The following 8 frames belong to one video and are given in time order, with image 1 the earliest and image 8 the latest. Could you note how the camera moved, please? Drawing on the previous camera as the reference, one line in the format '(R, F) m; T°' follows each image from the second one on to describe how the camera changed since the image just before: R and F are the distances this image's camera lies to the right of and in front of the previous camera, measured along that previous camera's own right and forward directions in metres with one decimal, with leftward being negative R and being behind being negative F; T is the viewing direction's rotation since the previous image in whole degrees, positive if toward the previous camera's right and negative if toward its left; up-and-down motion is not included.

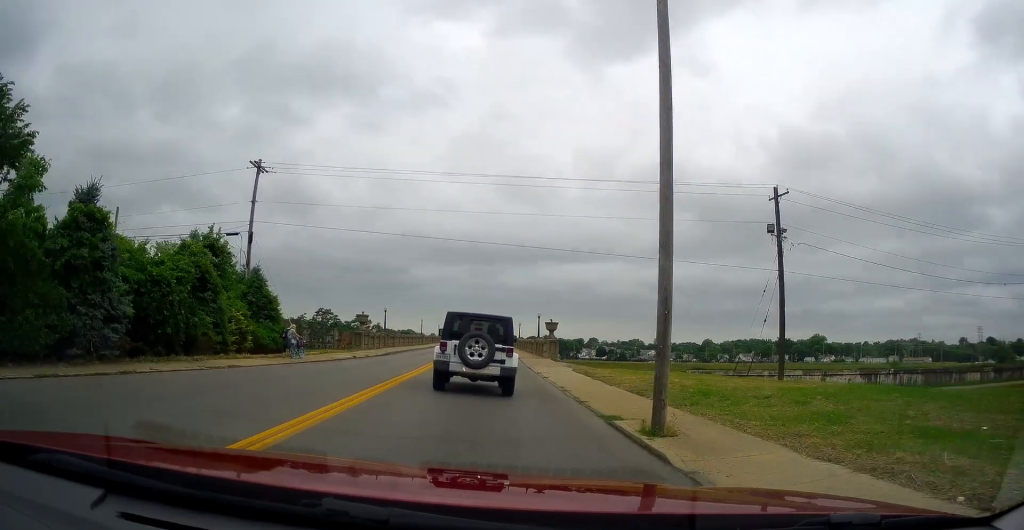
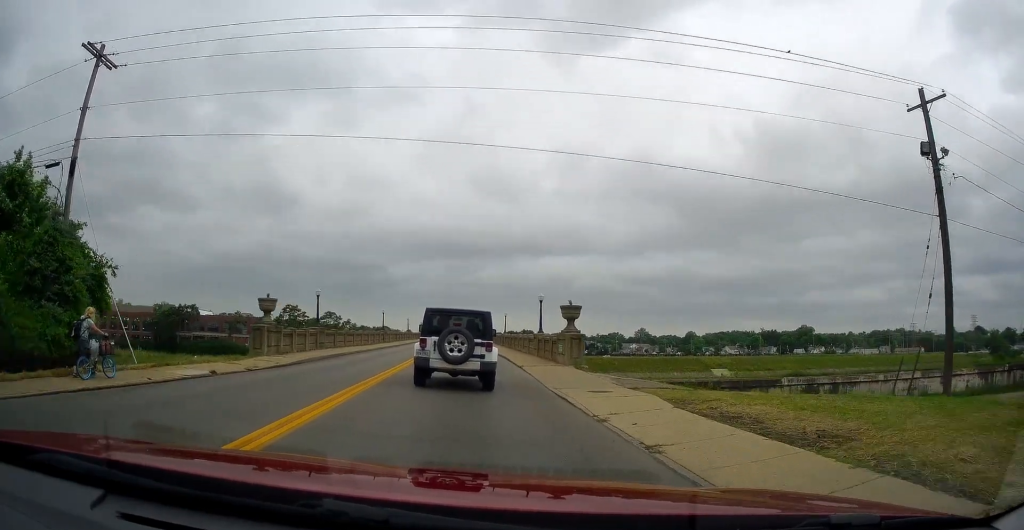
(+0.5, +14.9) m; 0°
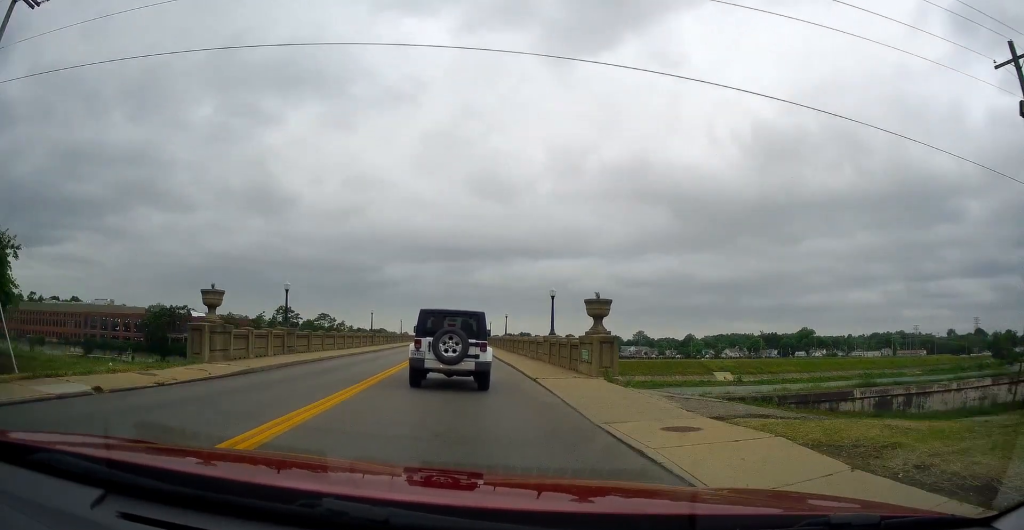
(-0.1, +5.4) m; -2°
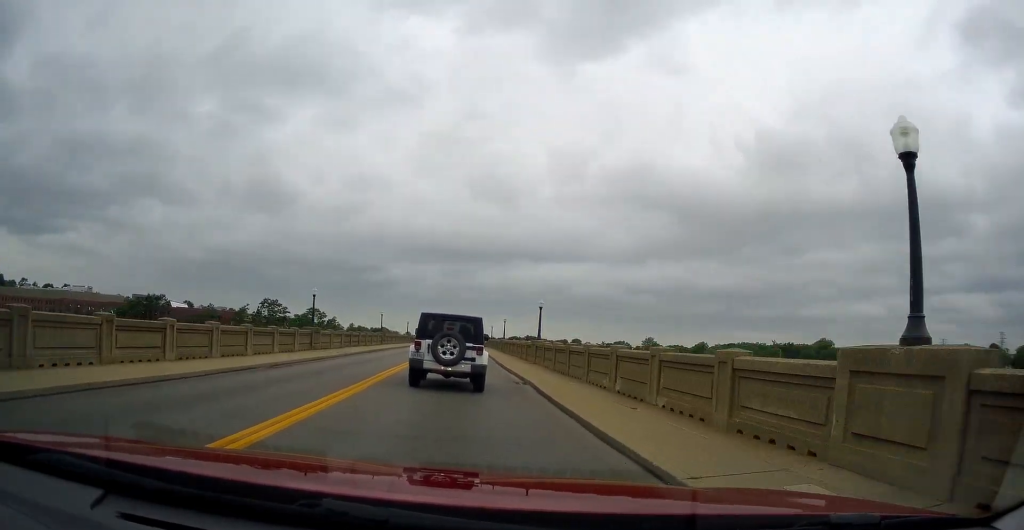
(-0.7, +22.1) m; 0°
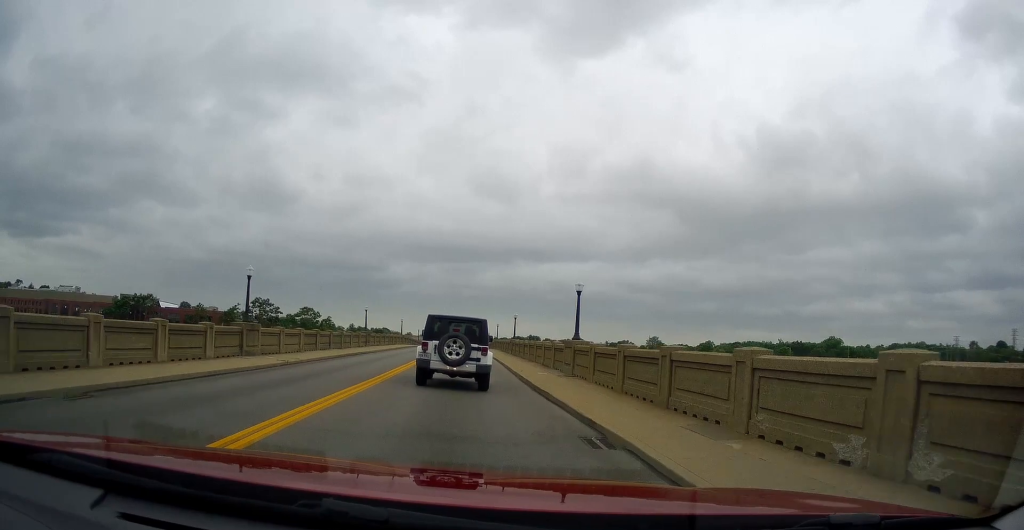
(+0.3, +10.2) m; +1°
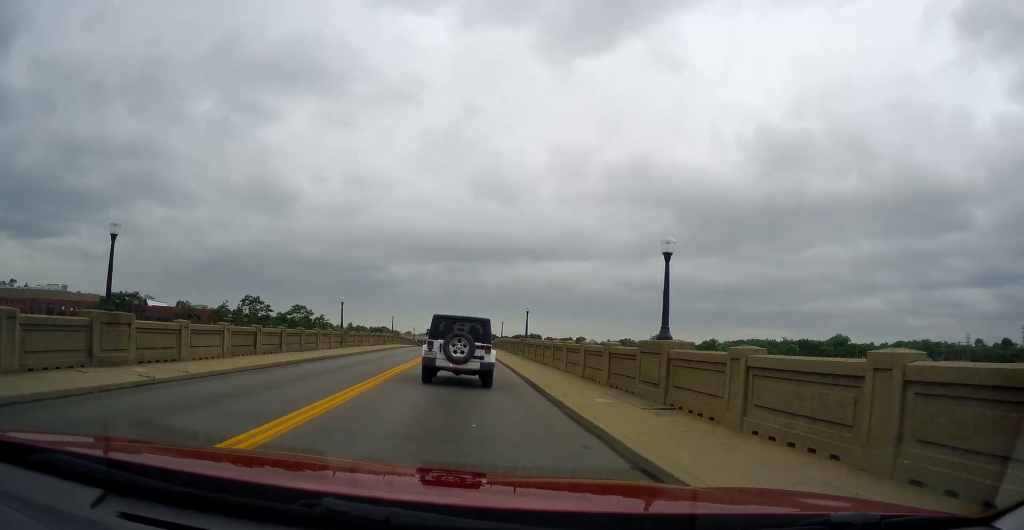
(-0.1, +9.5) m; -1°
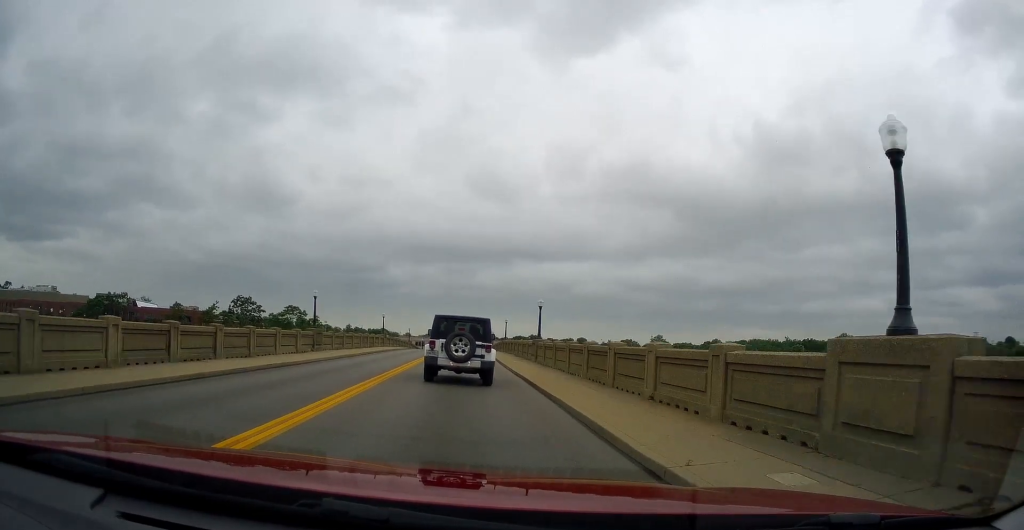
(0.0, +7.1) m; +1°
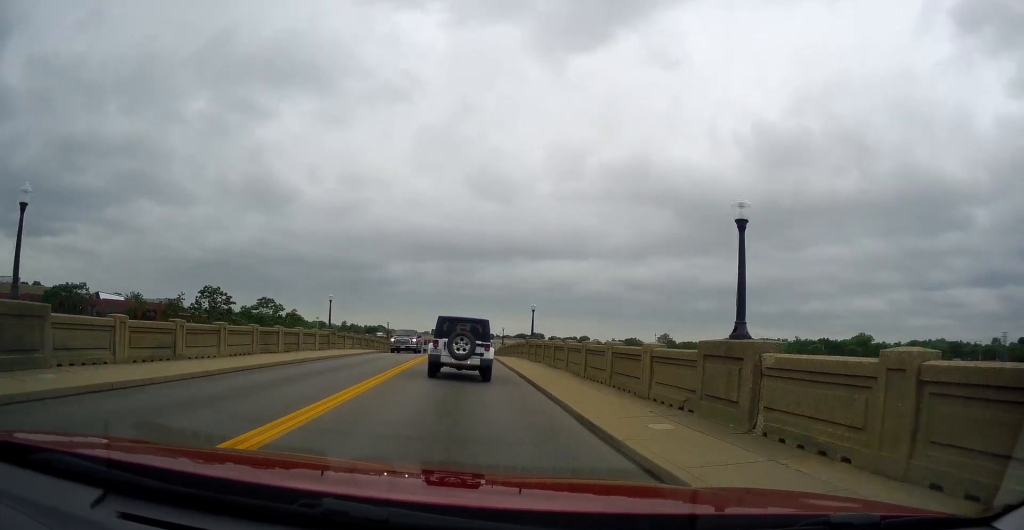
(+0.9, +23.9) m; +3°
